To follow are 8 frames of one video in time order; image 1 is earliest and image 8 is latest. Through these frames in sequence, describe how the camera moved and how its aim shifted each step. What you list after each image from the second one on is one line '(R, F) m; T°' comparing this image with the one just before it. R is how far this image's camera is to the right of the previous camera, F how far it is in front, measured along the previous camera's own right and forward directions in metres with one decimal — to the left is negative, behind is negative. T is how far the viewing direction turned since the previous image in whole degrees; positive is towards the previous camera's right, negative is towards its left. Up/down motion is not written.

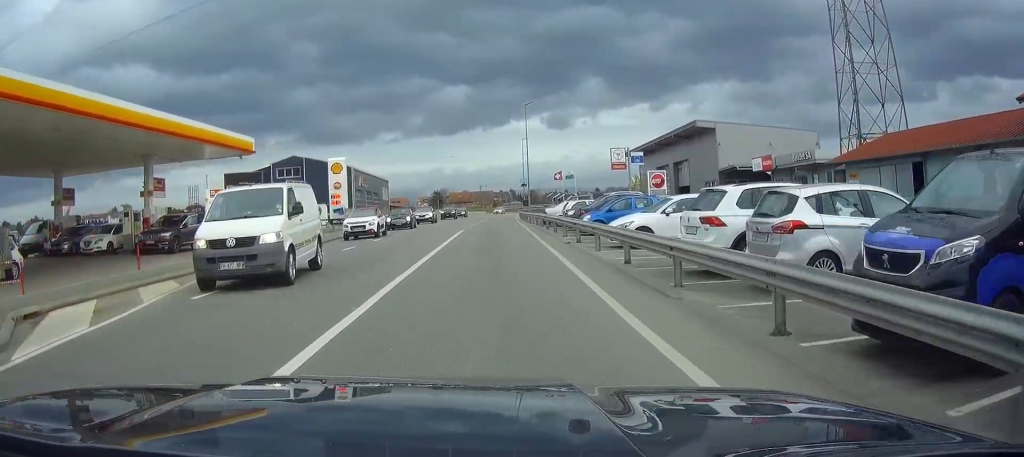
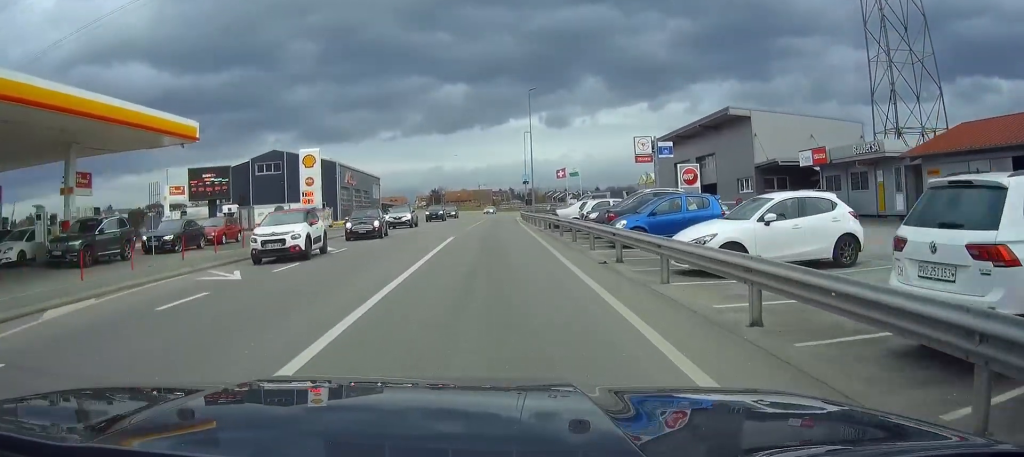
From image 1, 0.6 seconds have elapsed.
(-0.1, +7.4) m; -3°
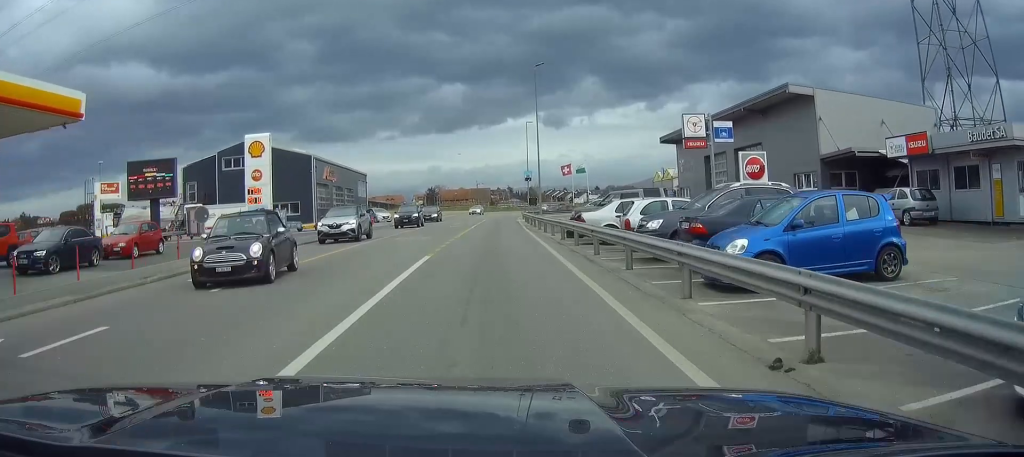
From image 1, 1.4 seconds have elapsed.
(-0.2, +9.2) m; -5°
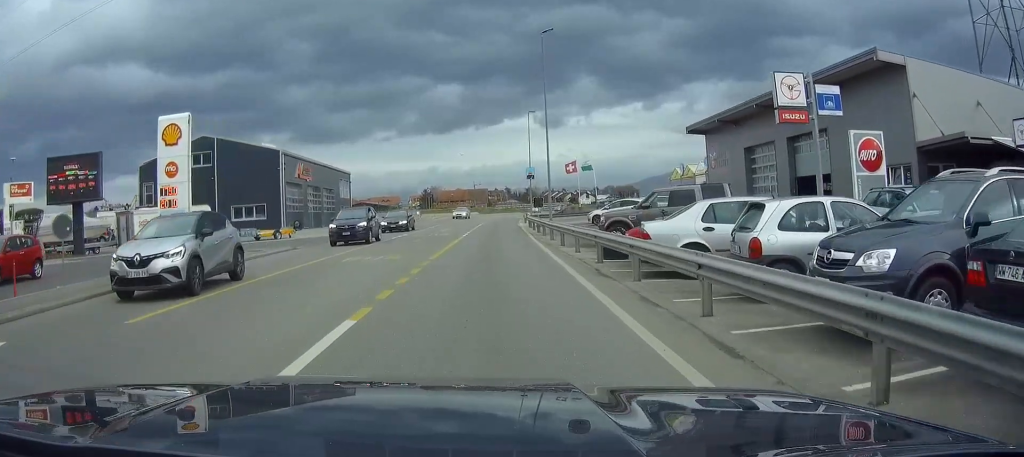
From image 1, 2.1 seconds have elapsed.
(-0.5, +8.2) m; -4°
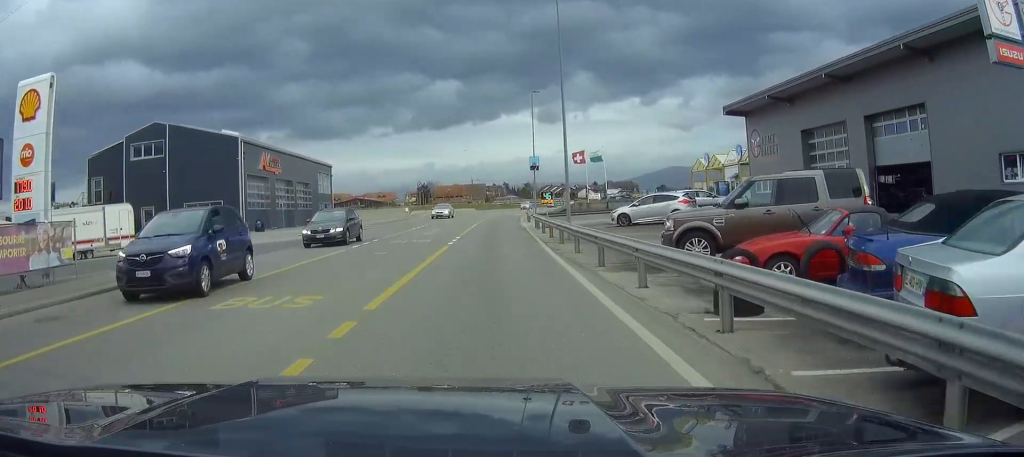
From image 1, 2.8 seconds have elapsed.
(-0.2, +8.3) m; +2°
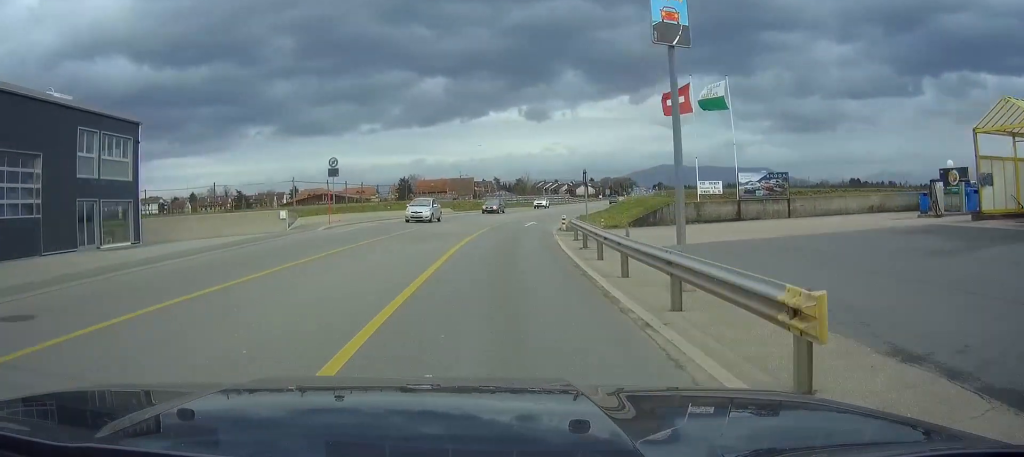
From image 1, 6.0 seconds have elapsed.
(+3.5, +41.7) m; +8°
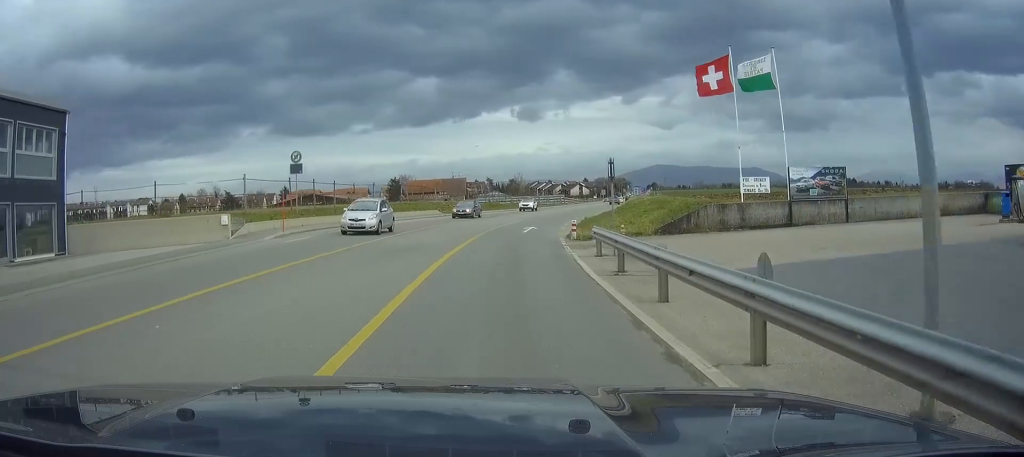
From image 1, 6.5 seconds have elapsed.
(+0.1, +7.4) m; +1°
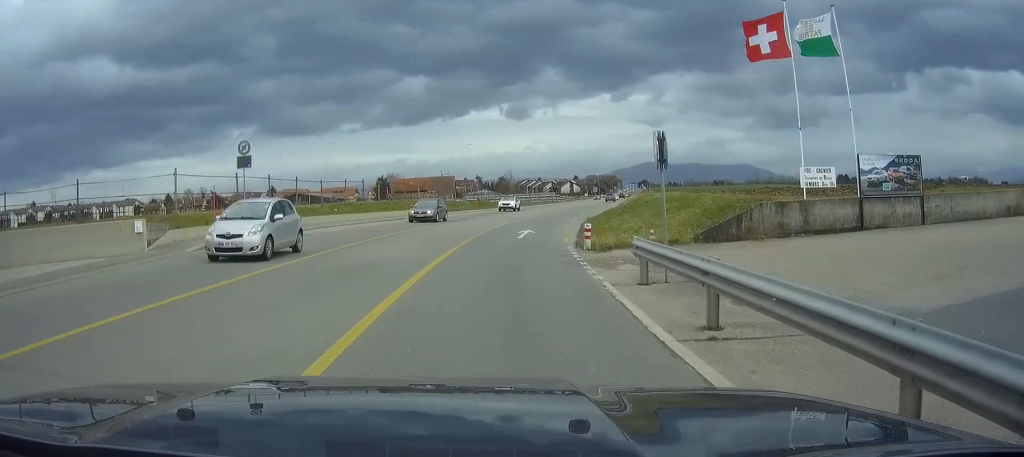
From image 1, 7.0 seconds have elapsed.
(0.0, +7.0) m; +1°
